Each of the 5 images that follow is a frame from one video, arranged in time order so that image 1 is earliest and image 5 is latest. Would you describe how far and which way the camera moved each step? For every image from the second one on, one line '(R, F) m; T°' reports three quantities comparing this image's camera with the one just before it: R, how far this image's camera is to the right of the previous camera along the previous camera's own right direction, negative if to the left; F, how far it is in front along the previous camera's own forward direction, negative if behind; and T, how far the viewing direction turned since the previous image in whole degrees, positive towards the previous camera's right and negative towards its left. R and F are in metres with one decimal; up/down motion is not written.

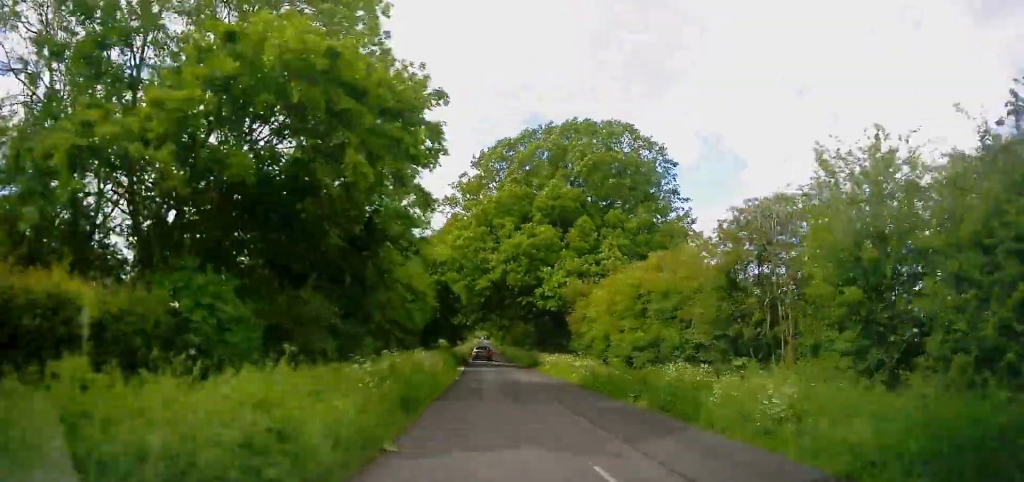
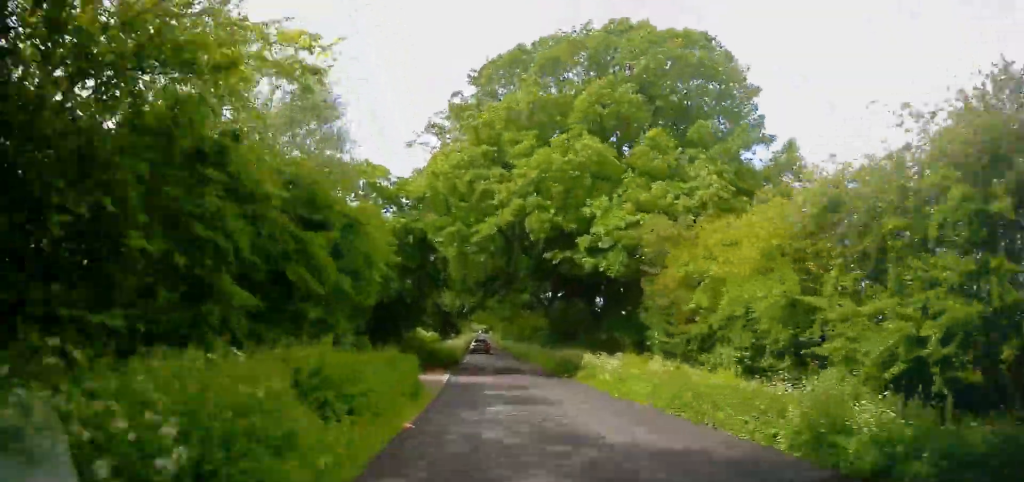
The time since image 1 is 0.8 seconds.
(+4.6, +17.8) m; +1°
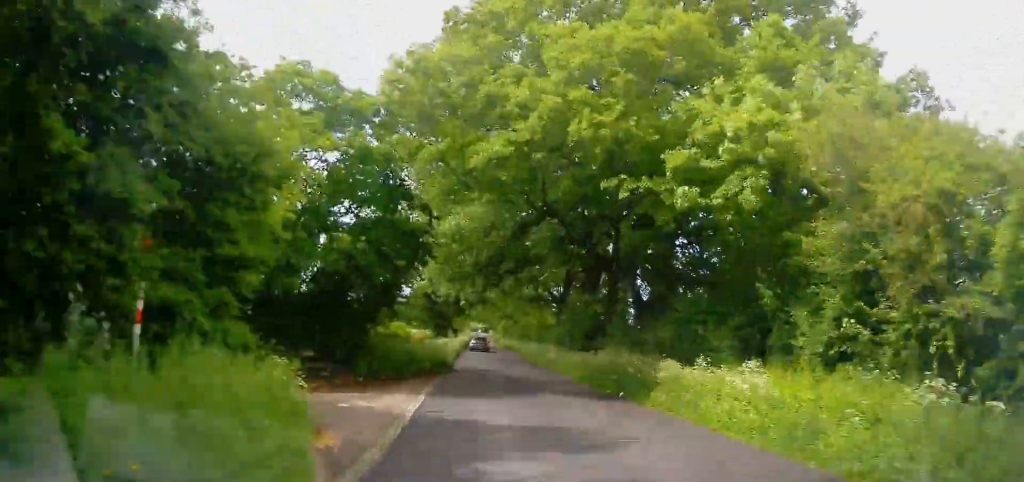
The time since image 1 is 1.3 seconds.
(-1.8, +9.5) m; +1°
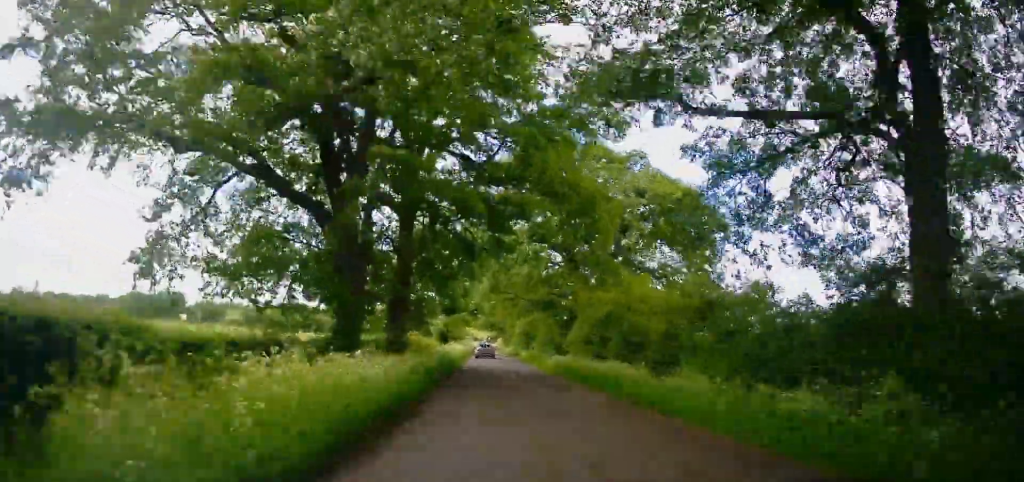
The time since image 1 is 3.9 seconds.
(+3.7, +51.1) m; -3°
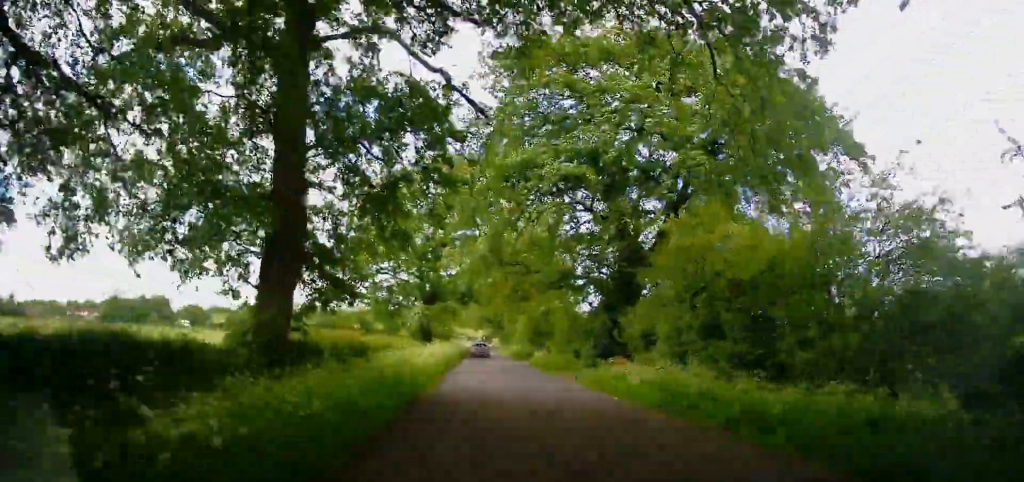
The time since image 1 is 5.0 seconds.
(-1.5, +19.4) m; -1°
